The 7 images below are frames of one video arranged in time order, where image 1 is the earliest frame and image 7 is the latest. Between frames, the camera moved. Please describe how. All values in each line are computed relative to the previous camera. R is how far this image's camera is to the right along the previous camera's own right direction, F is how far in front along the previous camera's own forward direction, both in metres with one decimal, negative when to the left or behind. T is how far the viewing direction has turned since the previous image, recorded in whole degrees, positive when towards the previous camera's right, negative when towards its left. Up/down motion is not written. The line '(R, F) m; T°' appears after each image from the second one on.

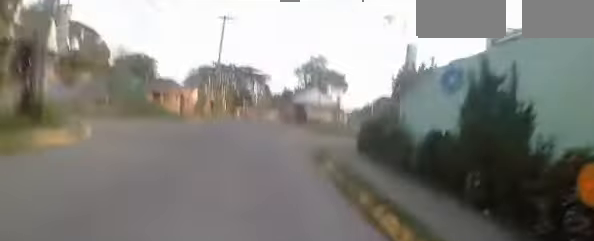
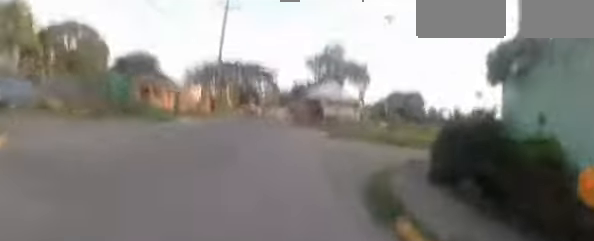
(+0.1, +3.7) m; 0°
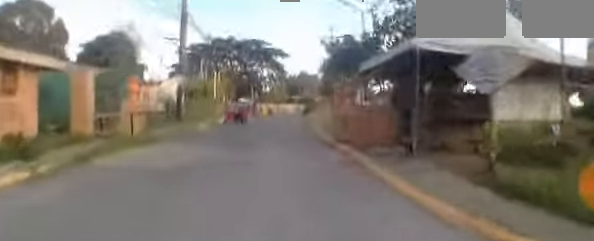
(-0.2, +13.2) m; +7°
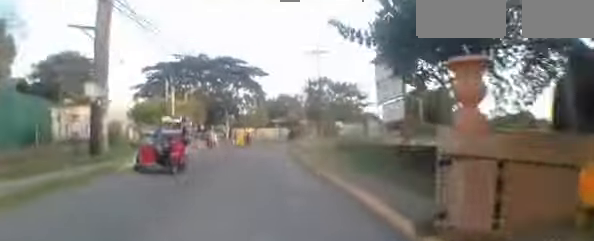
(+0.7, +6.4) m; +5°
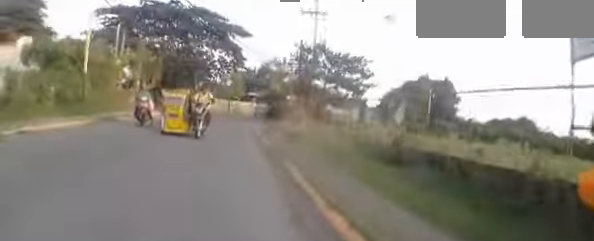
(-0.6, +8.2) m; -5°
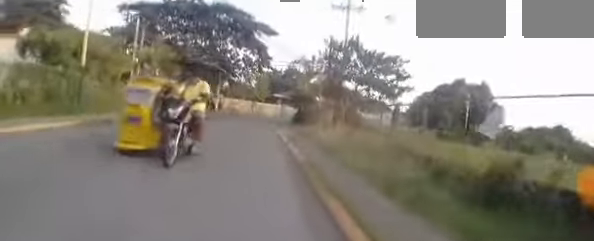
(-0.1, +2.4) m; 0°
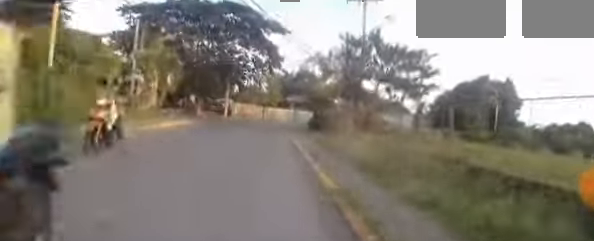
(+0.2, +2.7) m; +1°
